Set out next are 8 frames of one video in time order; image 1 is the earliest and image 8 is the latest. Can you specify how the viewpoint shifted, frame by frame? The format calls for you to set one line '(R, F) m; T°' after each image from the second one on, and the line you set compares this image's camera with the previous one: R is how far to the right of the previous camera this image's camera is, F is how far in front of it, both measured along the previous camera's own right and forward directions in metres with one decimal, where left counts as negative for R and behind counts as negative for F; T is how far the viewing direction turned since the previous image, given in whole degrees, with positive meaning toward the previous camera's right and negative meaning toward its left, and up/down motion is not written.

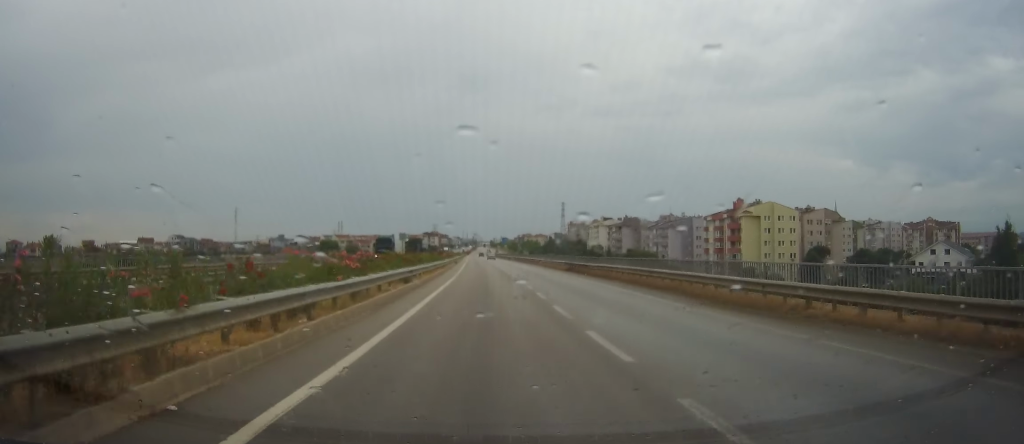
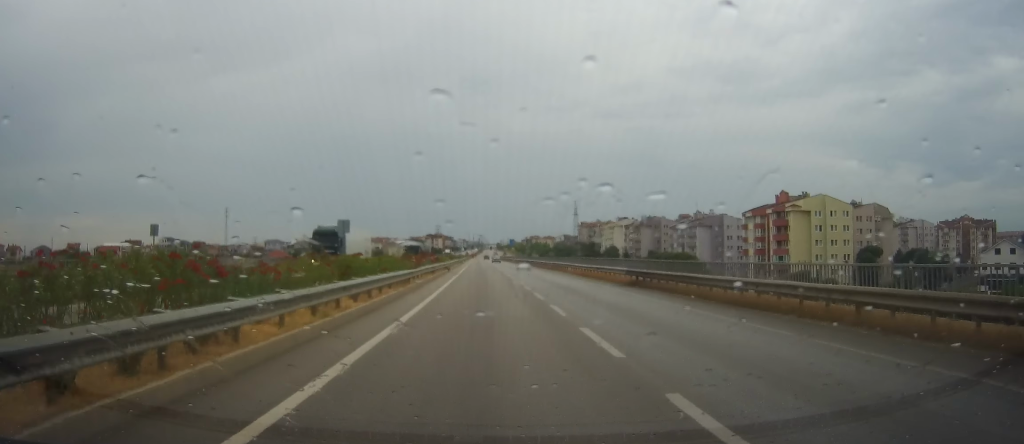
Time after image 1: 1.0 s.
(-0.5, +24.5) m; 0°
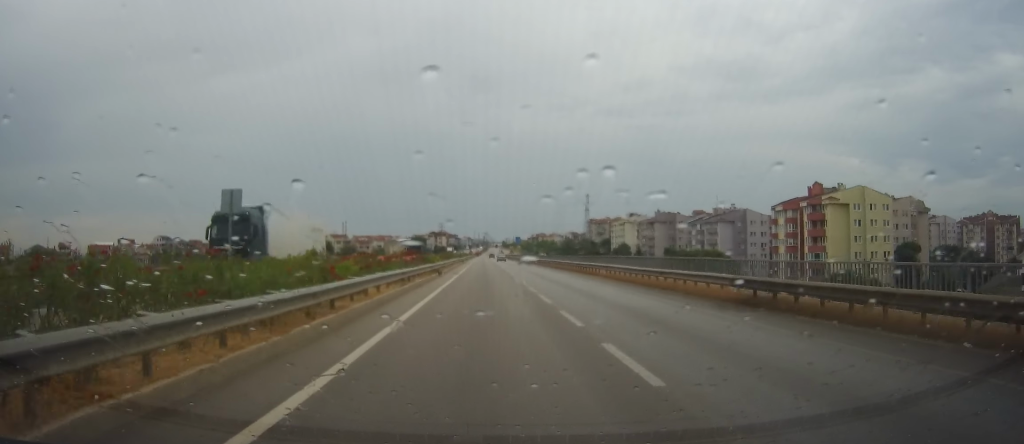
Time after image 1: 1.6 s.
(+0.4, +14.3) m; 0°
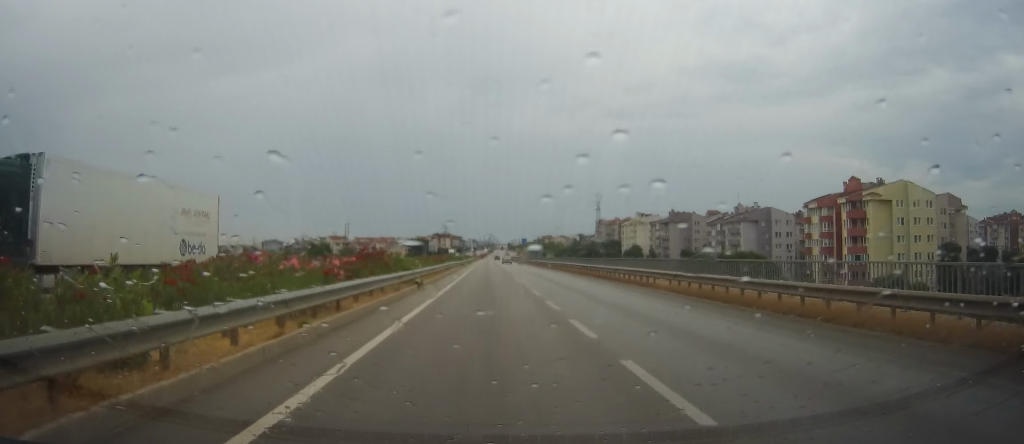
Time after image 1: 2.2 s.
(+0.1, +13.5) m; 0°
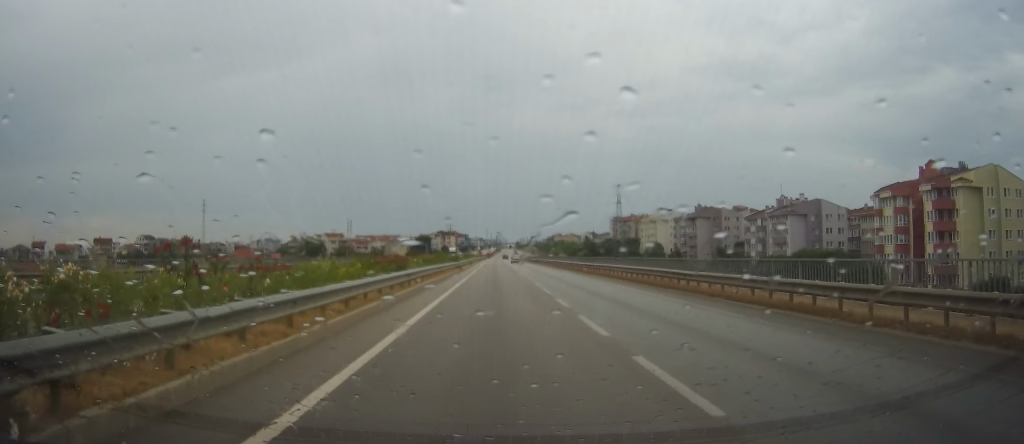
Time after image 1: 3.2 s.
(-0.4, +23.9) m; -1°
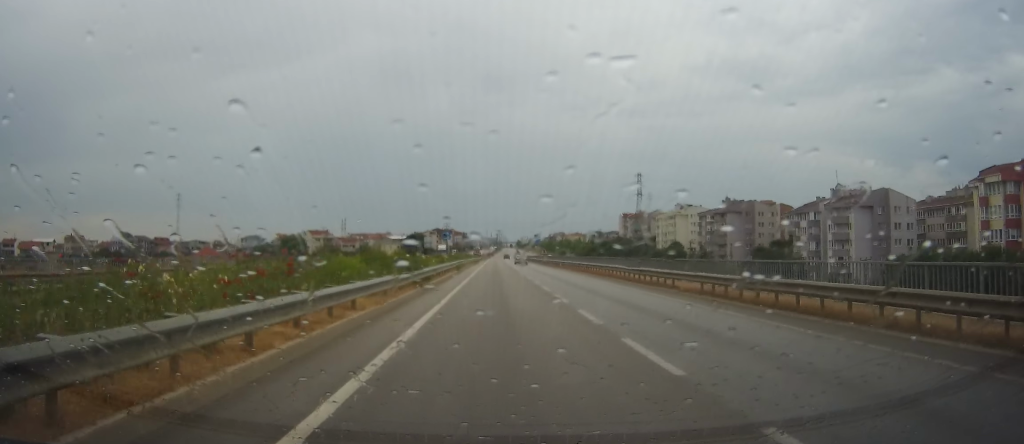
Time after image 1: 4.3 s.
(-0.1, +28.3) m; -1°
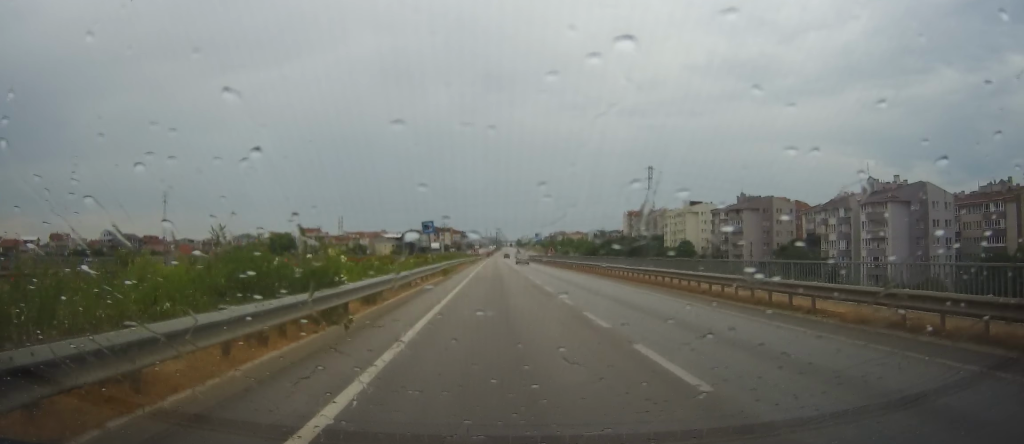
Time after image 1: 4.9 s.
(+0.1, +13.4) m; 0°
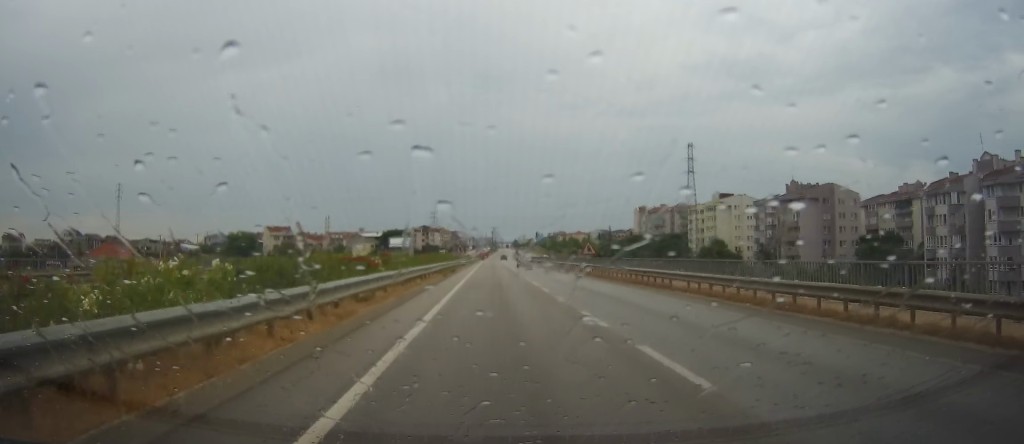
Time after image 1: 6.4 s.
(+0.2, +37.8) m; +1°
